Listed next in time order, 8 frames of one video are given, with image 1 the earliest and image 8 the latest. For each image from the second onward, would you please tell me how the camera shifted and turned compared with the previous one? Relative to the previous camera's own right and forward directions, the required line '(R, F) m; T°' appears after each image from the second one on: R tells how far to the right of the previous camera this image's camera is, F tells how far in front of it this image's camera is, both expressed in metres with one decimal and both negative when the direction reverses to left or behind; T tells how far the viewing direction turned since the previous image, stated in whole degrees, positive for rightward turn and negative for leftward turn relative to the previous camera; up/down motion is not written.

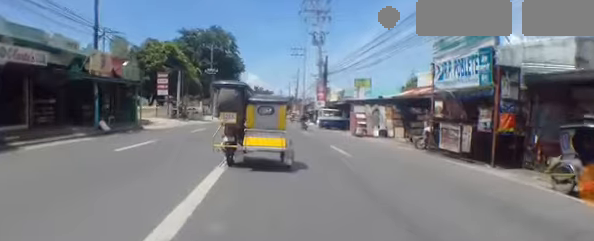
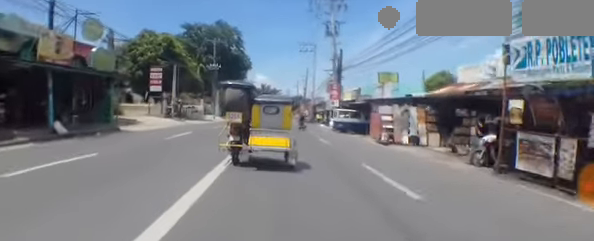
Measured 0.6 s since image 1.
(-0.2, +3.7) m; 0°
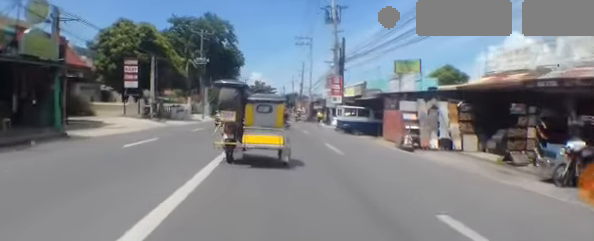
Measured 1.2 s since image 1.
(+0.2, +4.1) m; +2°
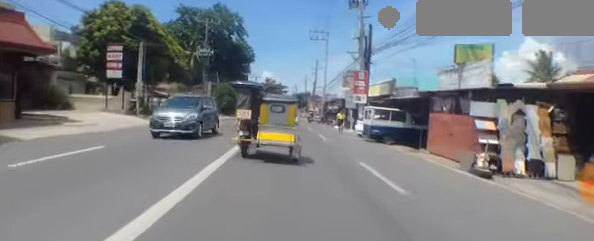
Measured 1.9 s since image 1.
(+0.1, +4.8) m; +1°
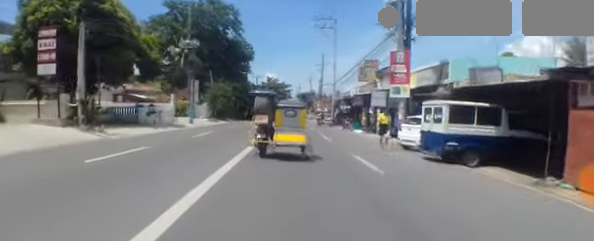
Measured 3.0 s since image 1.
(0.0, +8.3) m; -2°
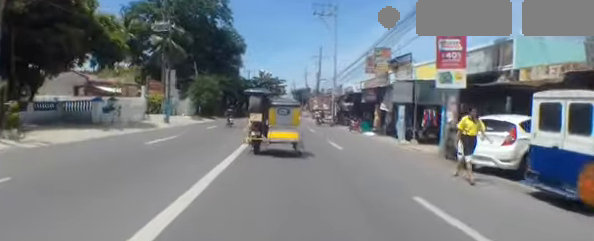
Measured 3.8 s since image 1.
(-0.1, +5.7) m; -1°
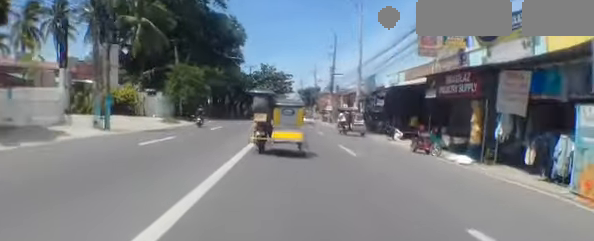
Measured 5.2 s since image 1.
(0.0, +11.0) m; +2°
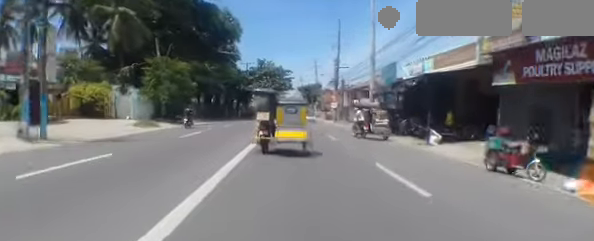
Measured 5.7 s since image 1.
(+0.1, +4.4) m; +1°
